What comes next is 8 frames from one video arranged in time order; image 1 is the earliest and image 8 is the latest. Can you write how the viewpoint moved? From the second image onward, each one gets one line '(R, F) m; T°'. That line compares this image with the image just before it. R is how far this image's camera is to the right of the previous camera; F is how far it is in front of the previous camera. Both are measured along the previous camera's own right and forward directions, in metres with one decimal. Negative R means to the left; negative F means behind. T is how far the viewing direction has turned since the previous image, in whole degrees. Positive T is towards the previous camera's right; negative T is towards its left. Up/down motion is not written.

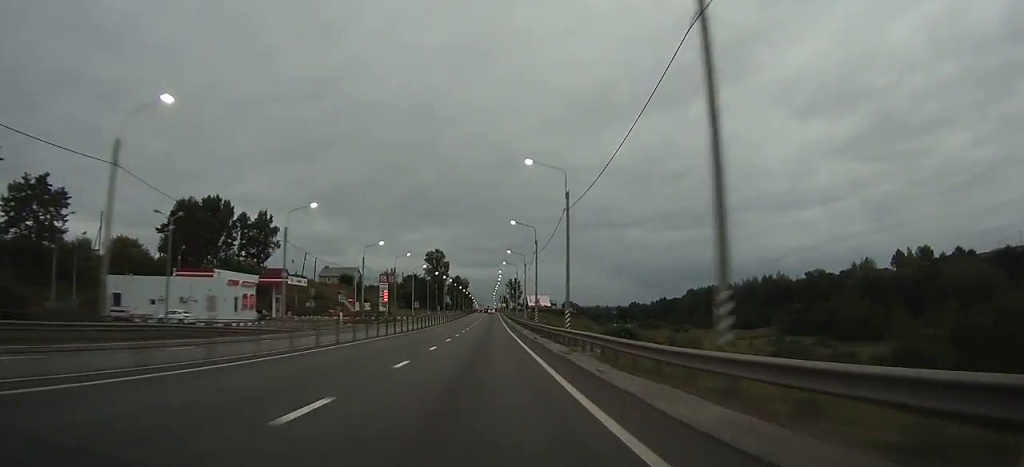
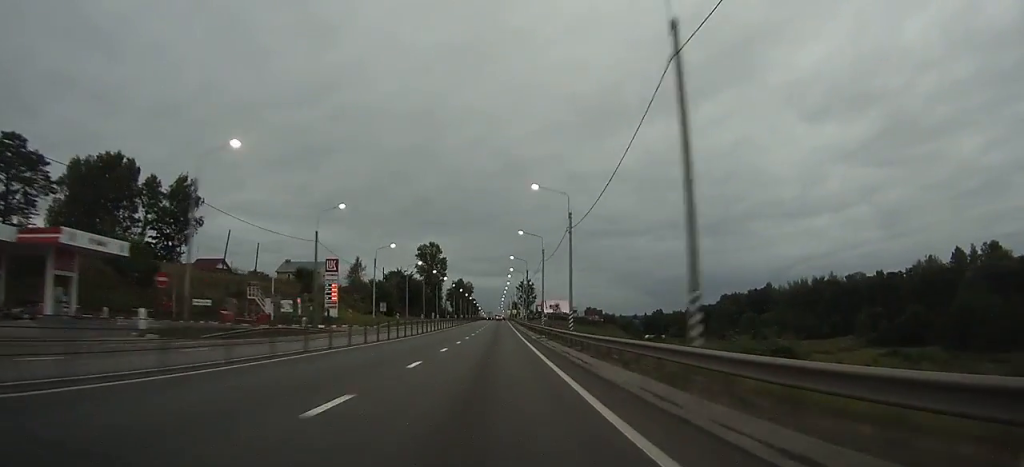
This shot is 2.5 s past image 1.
(+0.1, +48.3) m; 0°
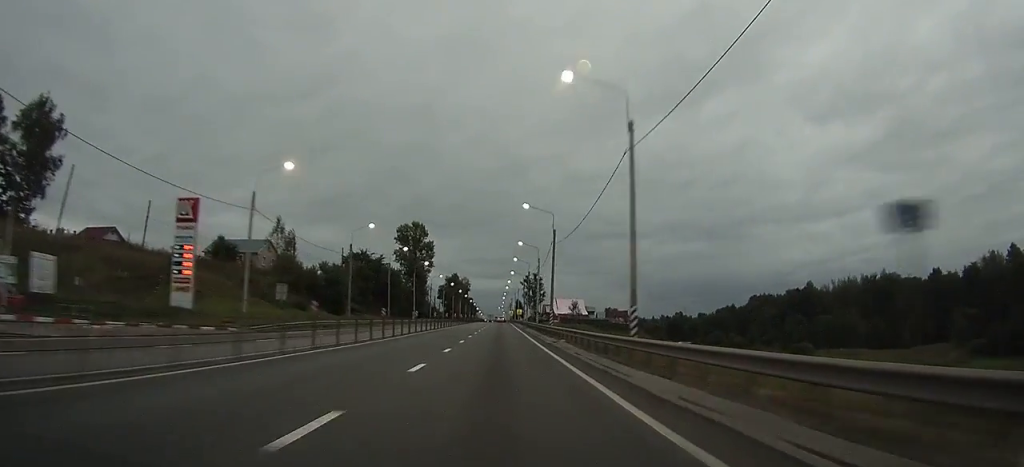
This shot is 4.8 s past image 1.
(-0.2, +42.3) m; 0°
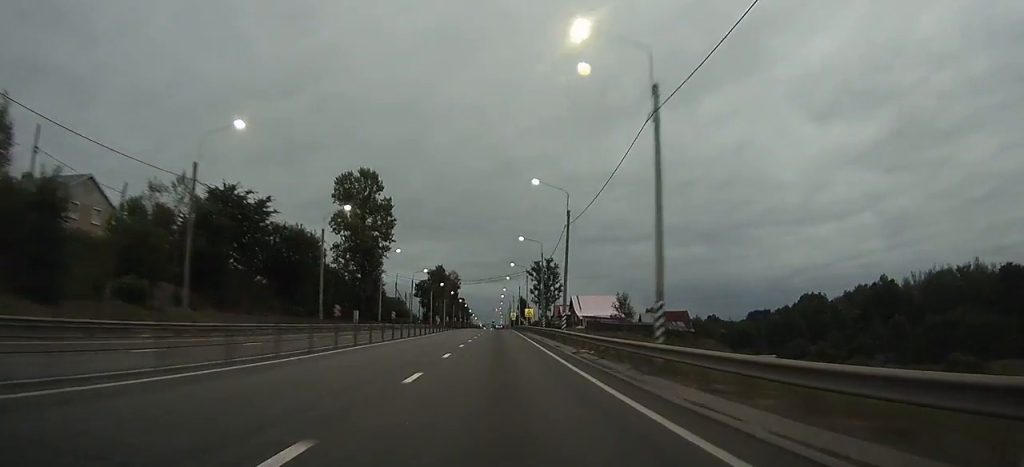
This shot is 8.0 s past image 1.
(-0.2, +57.9) m; 0°
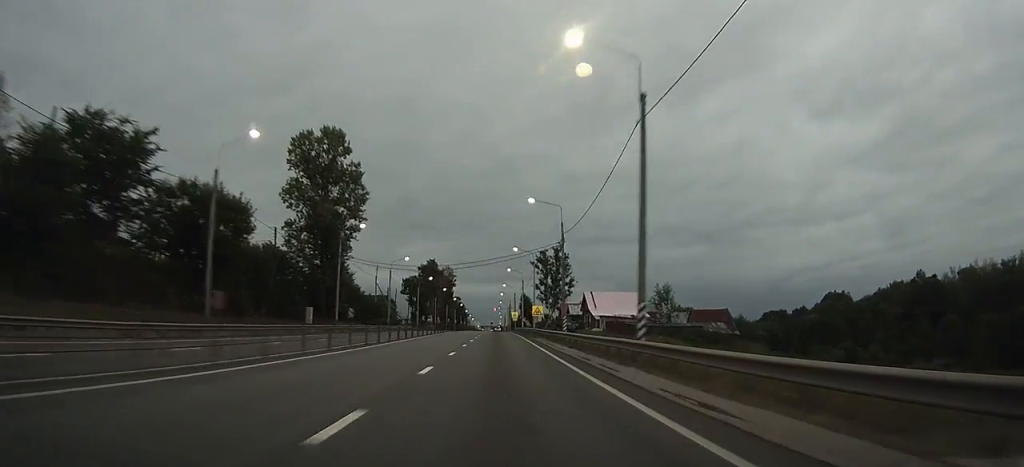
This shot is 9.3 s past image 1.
(0.0, +22.3) m; 0°
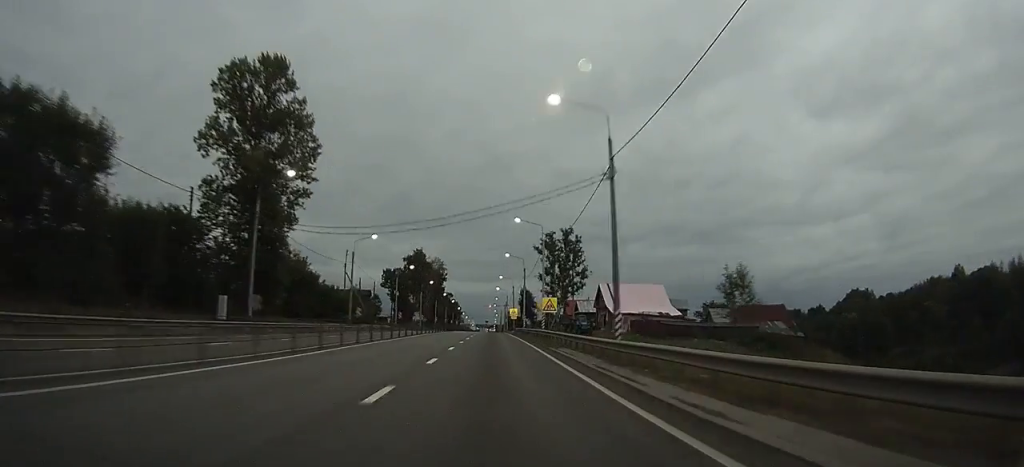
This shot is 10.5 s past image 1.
(0.0, +21.7) m; 0°
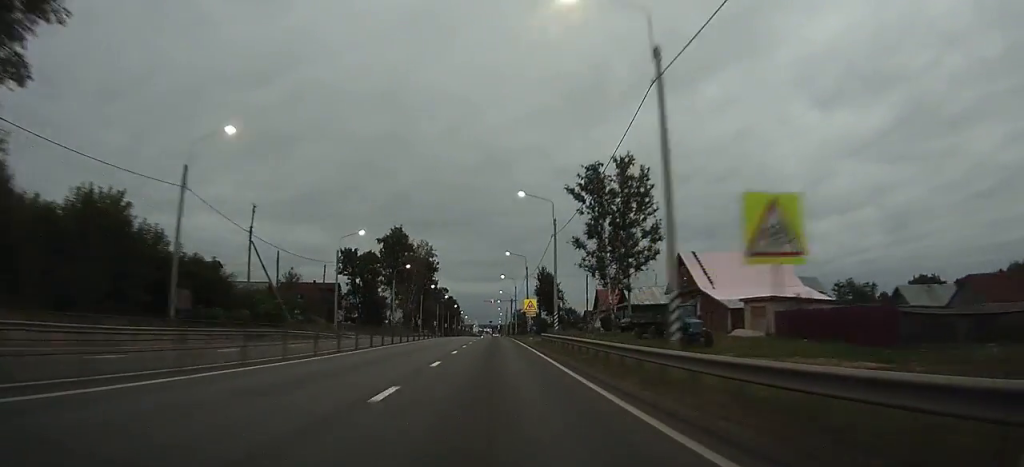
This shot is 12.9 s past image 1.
(0.0, +40.4) m; 0°
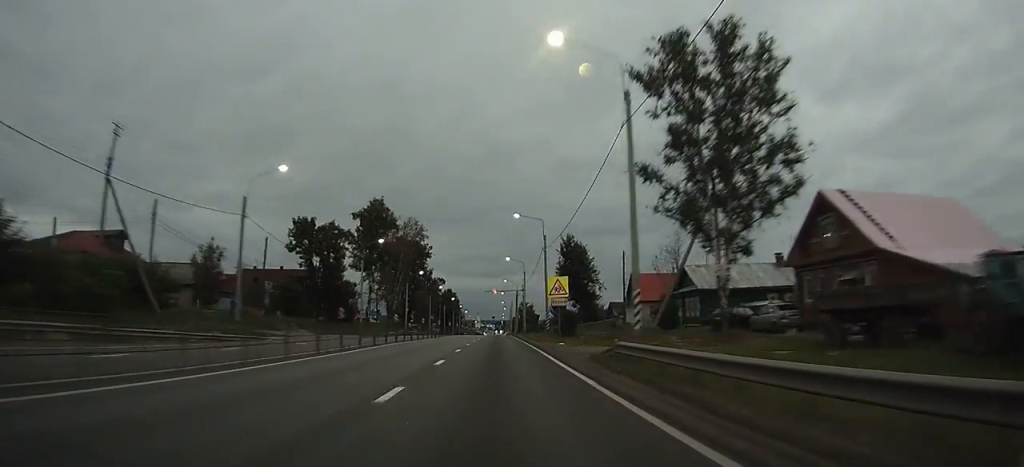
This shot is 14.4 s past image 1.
(0.0, +24.0) m; 0°
